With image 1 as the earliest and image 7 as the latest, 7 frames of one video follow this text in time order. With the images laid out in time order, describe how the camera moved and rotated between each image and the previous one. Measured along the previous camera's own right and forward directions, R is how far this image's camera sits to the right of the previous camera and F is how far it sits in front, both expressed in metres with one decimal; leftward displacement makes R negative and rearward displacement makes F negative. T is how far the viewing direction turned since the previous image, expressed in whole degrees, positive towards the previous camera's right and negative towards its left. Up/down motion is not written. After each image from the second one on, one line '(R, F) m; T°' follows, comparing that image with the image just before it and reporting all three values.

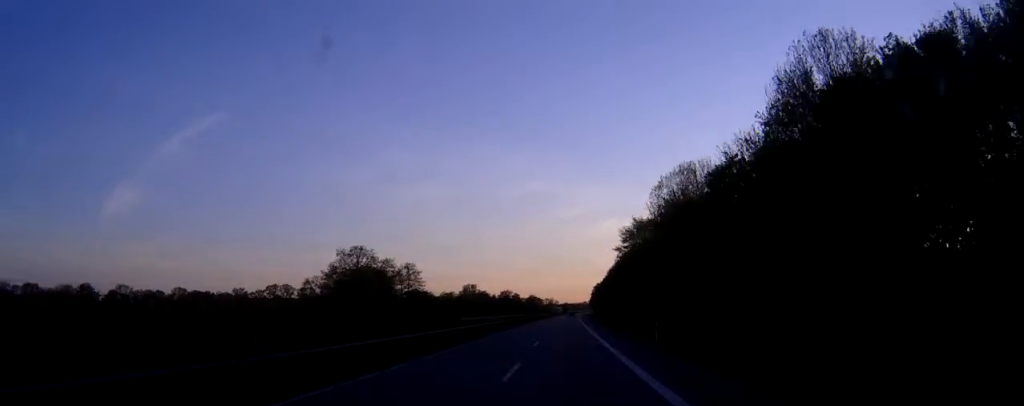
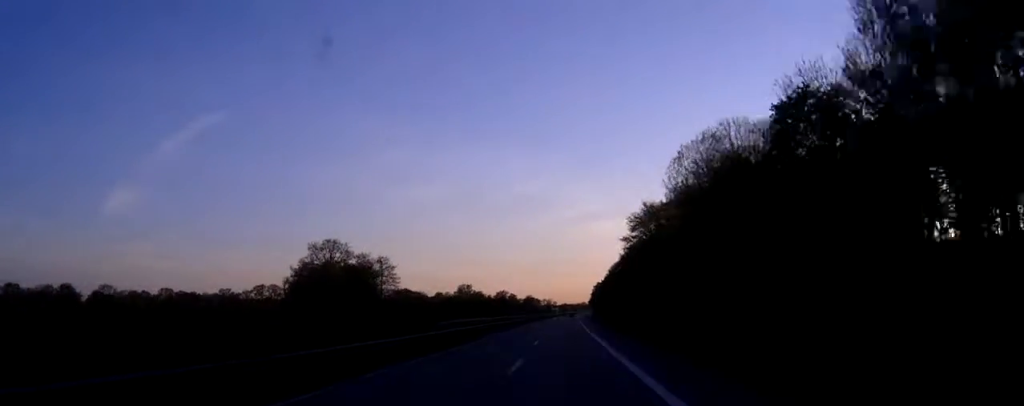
(0.0, +17.2) m; 0°
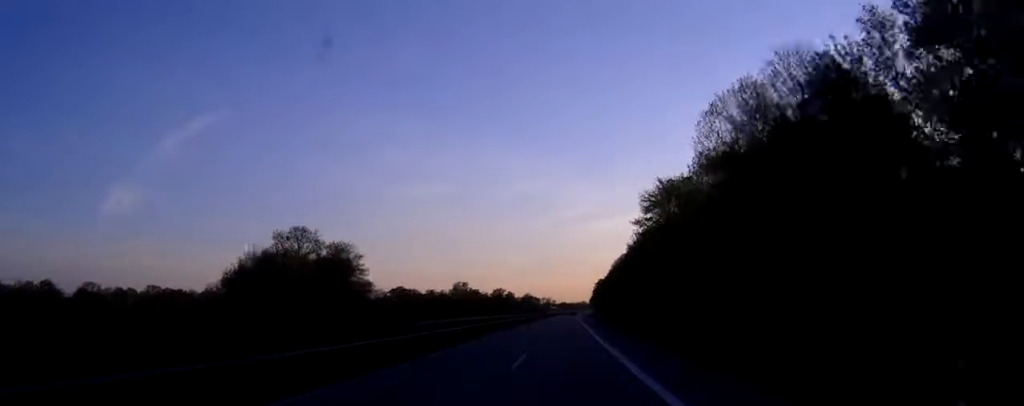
(0.0, +17.2) m; 0°
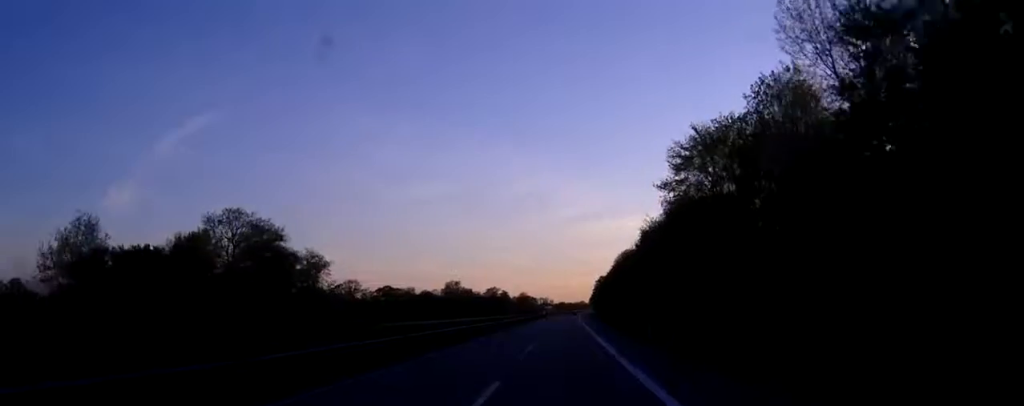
(+0.1, +24.9) m; 0°
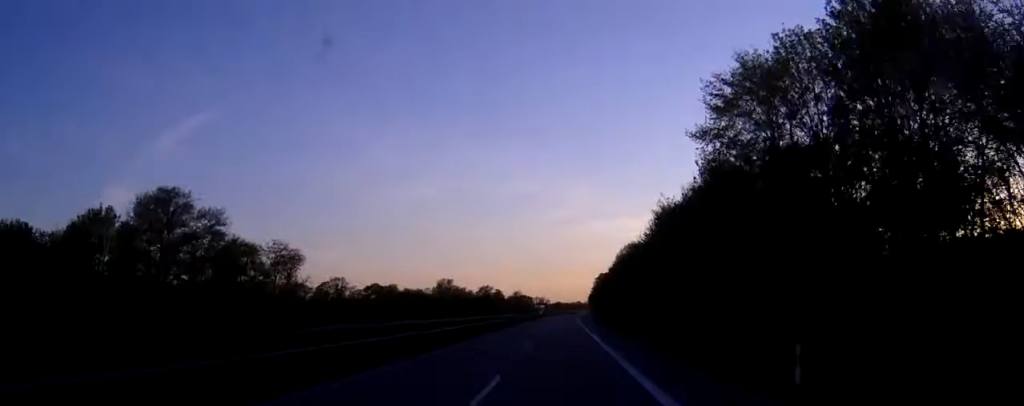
(0.0, +17.3) m; 0°
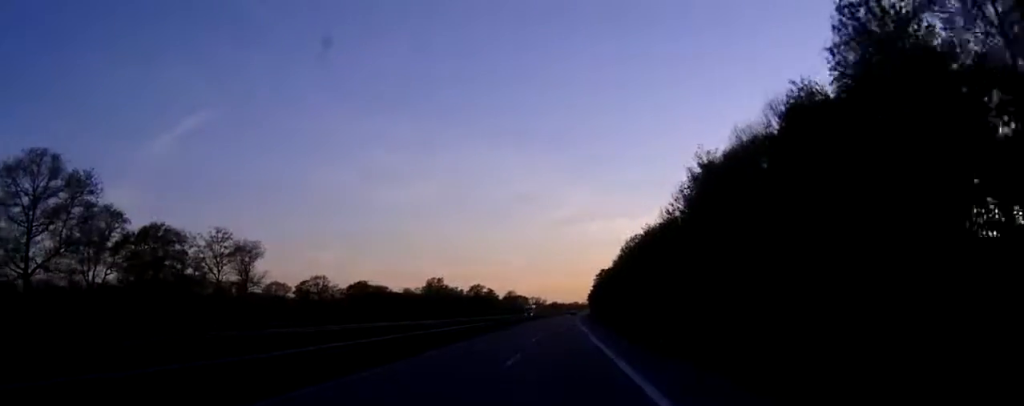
(0.0, +25.1) m; 0°
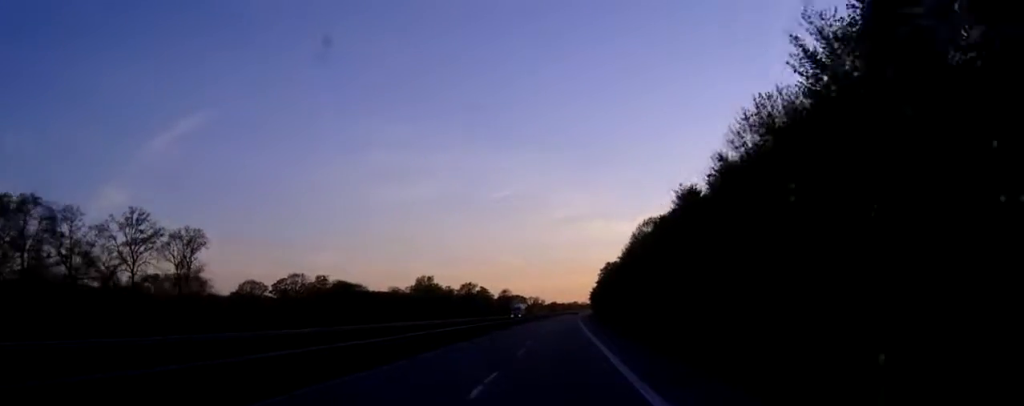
(0.0, +28.0) m; 0°
